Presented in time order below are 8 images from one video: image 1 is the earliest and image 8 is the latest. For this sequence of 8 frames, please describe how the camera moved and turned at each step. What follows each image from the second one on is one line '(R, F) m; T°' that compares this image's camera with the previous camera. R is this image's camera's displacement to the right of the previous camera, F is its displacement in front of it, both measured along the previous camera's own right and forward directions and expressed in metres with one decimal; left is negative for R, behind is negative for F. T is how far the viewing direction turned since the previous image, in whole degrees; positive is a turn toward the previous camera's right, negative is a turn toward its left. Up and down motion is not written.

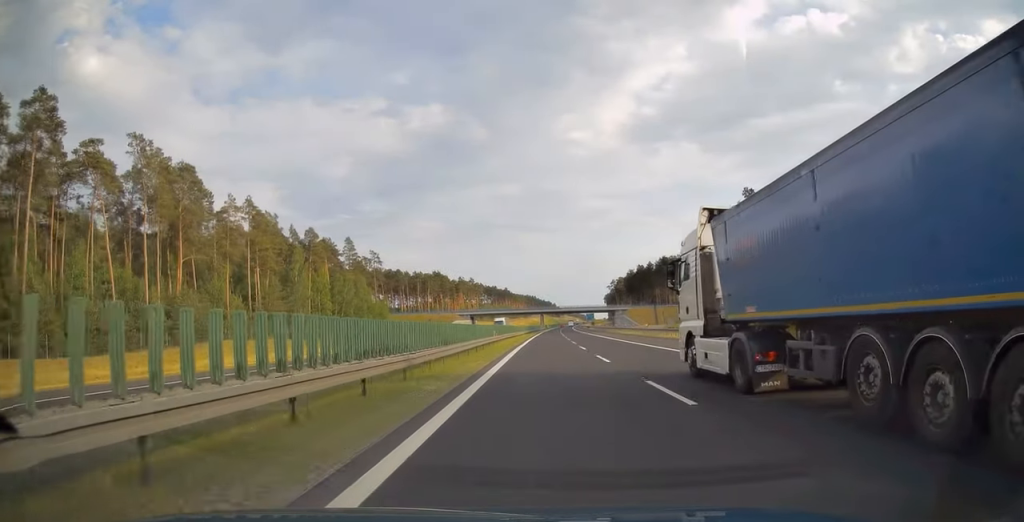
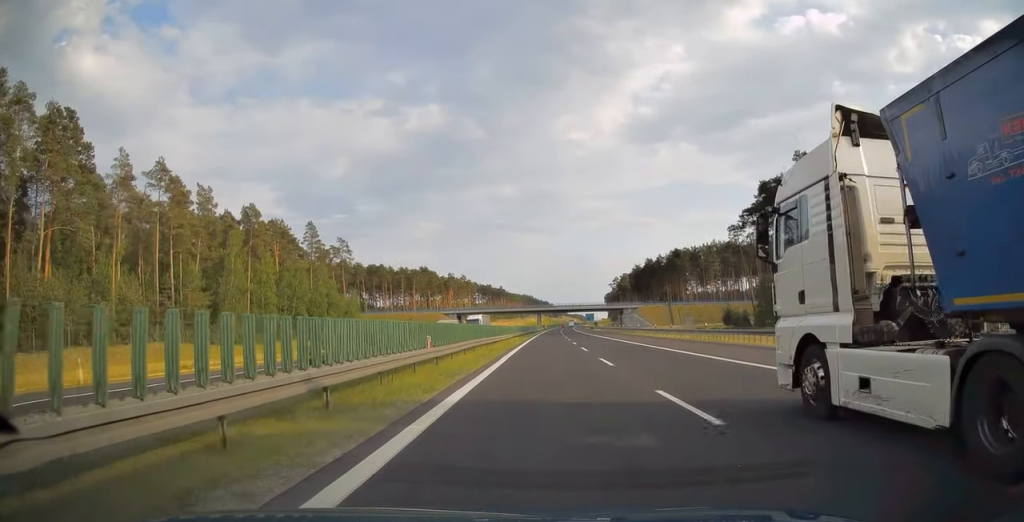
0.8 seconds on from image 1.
(+0.1, +26.0) m; +1°
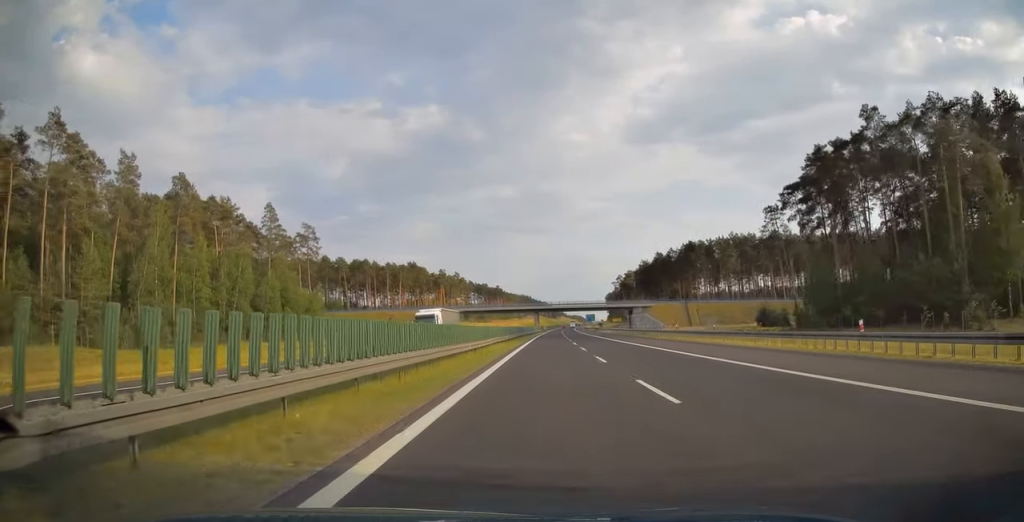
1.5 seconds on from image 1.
(+0.1, +21.8) m; 0°
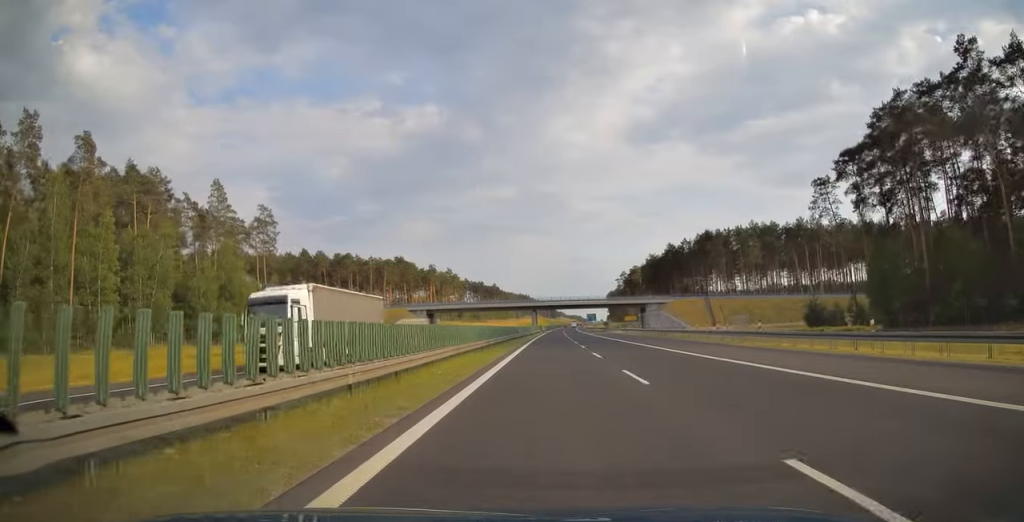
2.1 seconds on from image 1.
(+0.1, +20.7) m; 0°
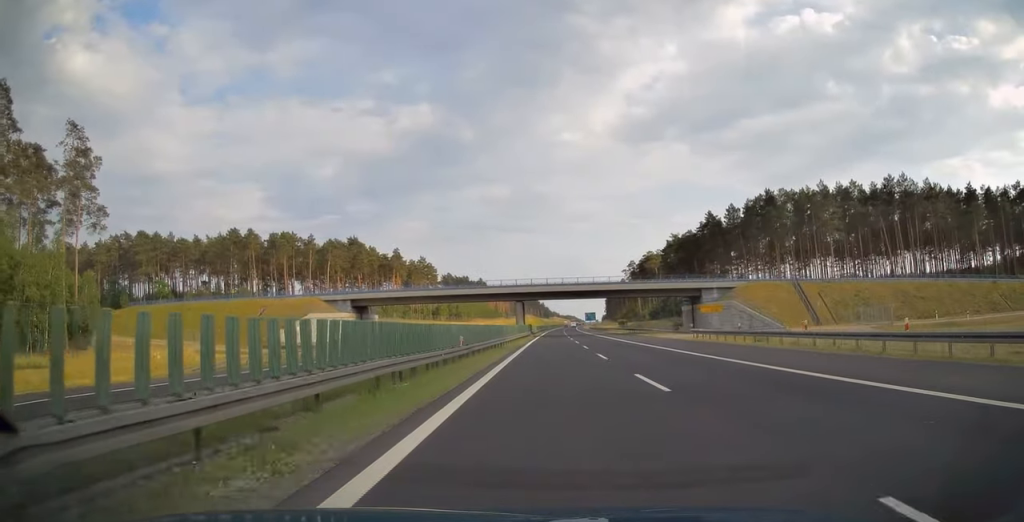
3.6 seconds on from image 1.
(+0.1, +50.1) m; 0°
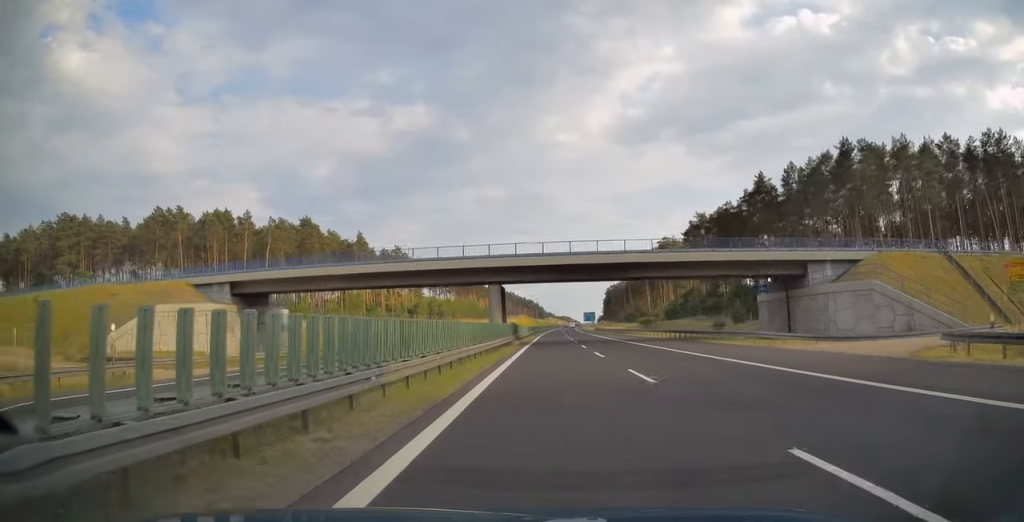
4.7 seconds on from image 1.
(+0.1, +34.4) m; +1°
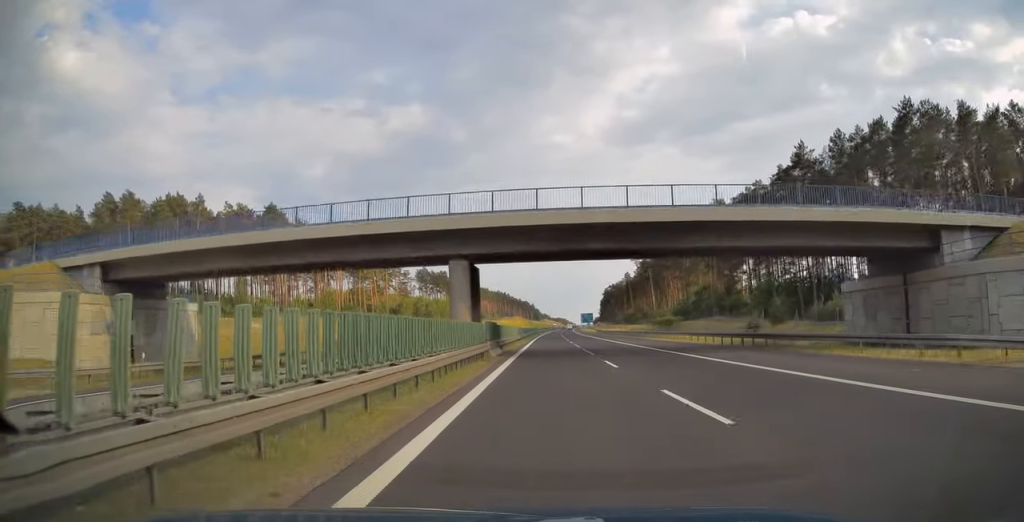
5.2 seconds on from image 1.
(+0.1, +18.0) m; 0°
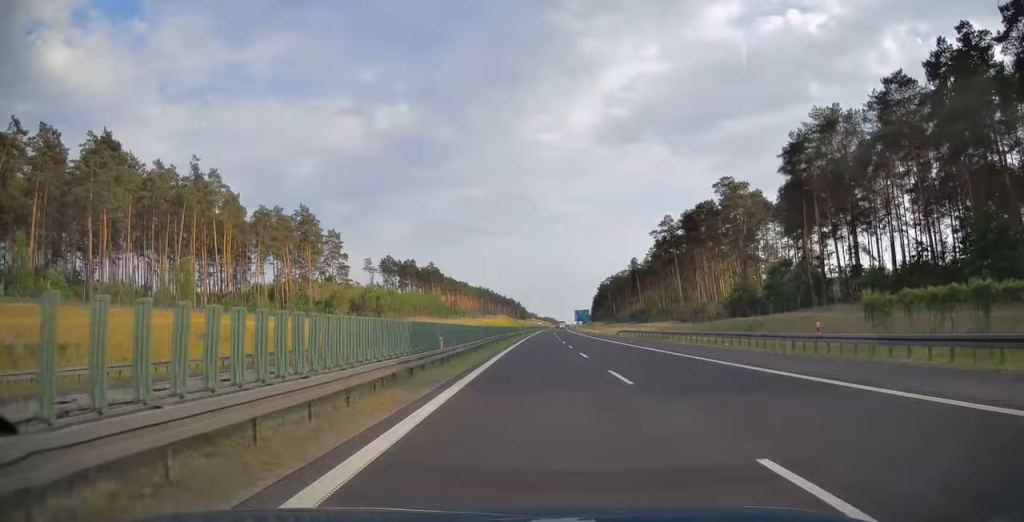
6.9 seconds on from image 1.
(+0.4, +54.4) m; +1°
